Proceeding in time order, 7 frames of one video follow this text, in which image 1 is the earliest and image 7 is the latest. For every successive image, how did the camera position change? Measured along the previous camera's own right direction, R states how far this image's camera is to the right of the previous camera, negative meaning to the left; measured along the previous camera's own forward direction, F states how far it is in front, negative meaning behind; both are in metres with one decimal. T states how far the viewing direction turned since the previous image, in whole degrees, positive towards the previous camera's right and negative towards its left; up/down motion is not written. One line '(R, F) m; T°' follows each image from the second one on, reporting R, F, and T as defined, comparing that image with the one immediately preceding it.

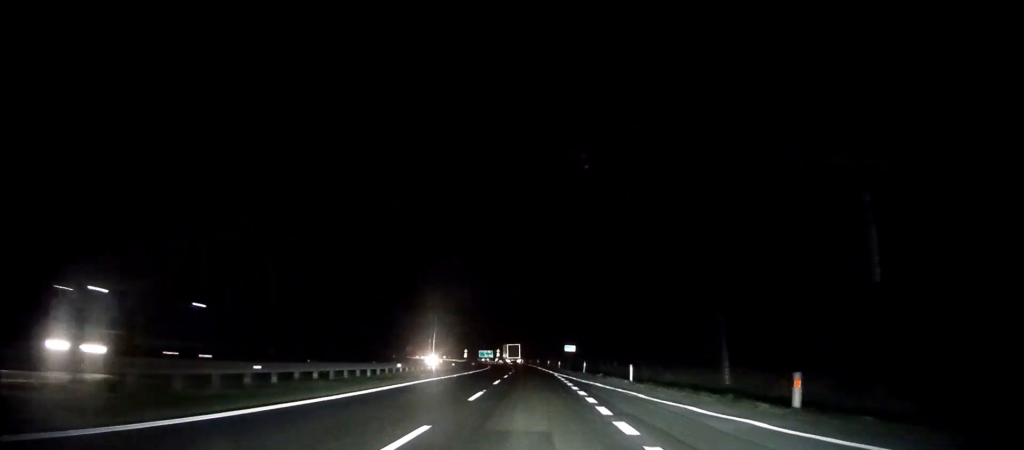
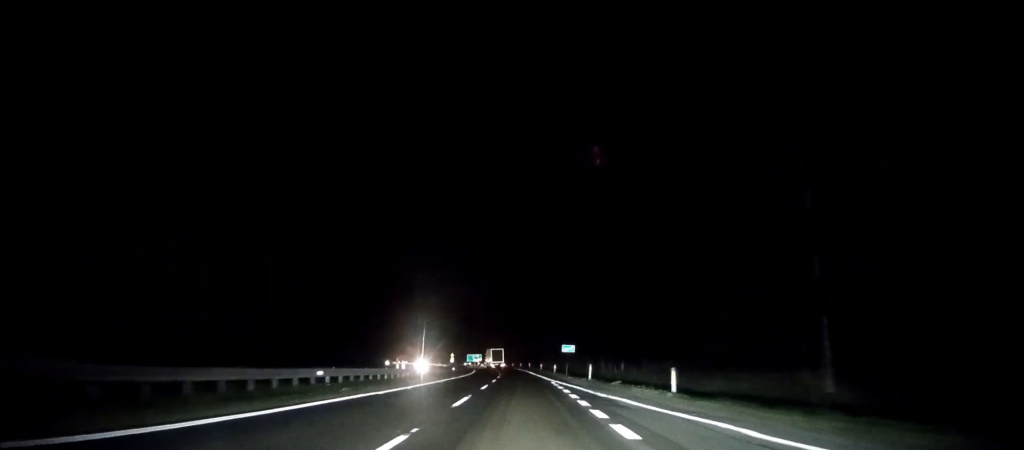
(0.0, +13.0) m; +1°
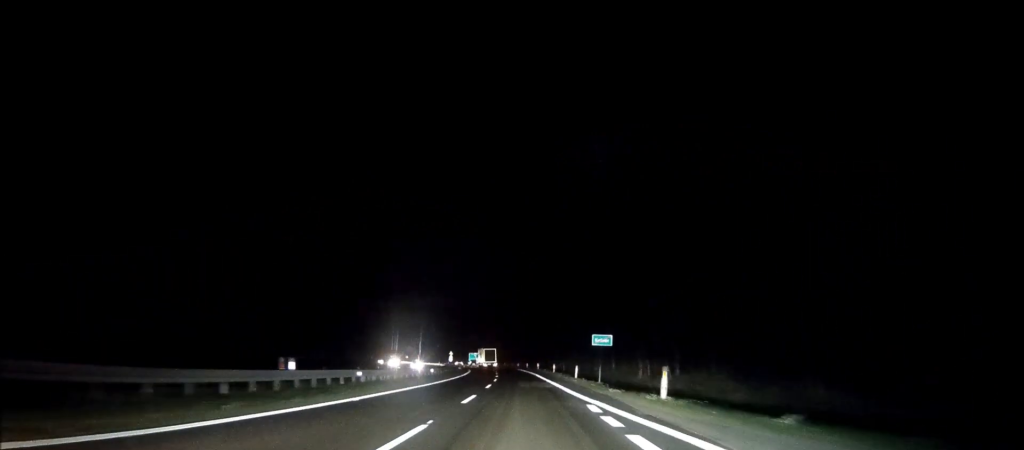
(+0.1, +21.3) m; 0°
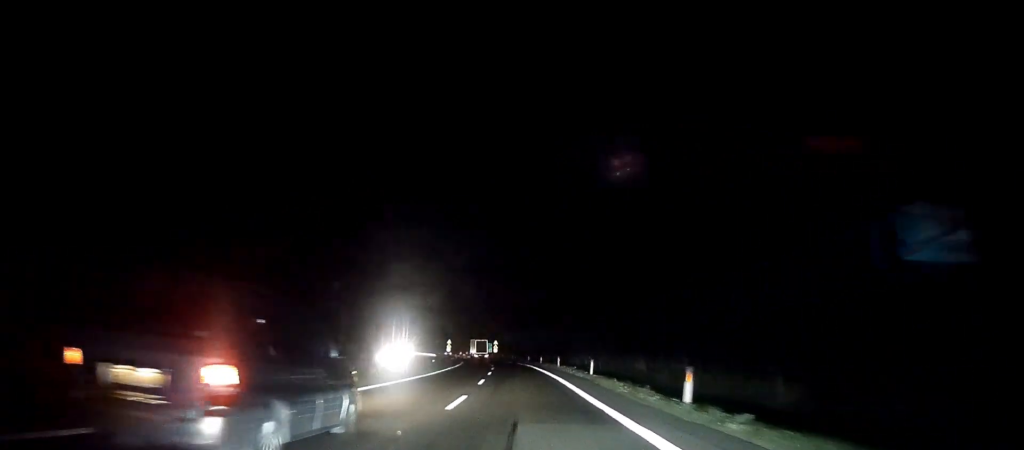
(-0.4, +28.6) m; -2°
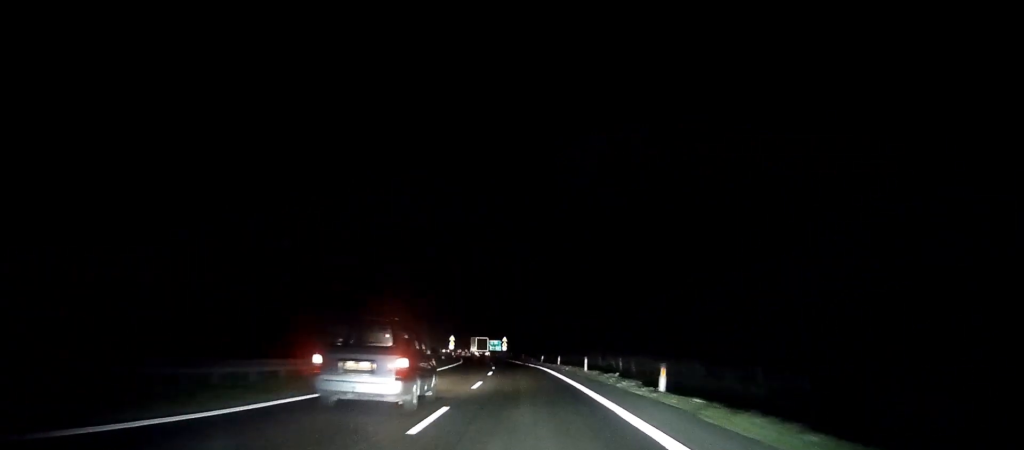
(-0.2, +17.0) m; -1°
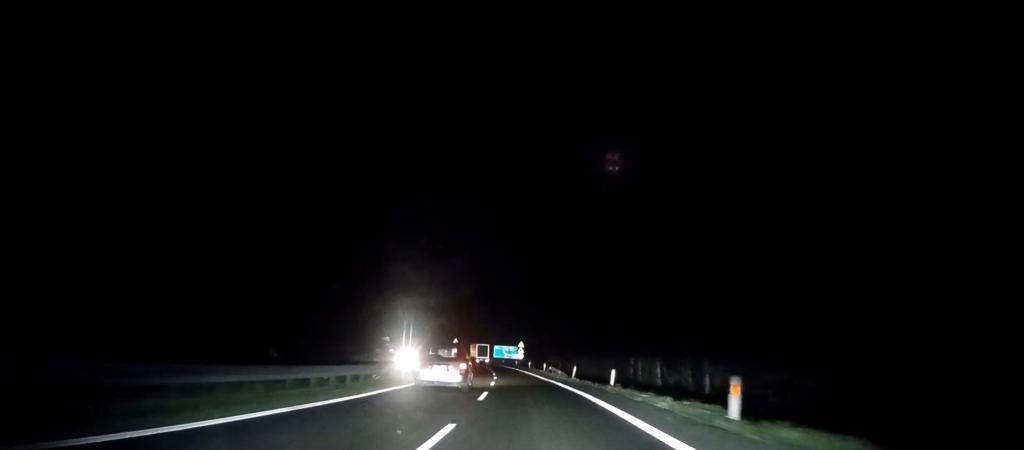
(-0.1, +26.9) m; -1°
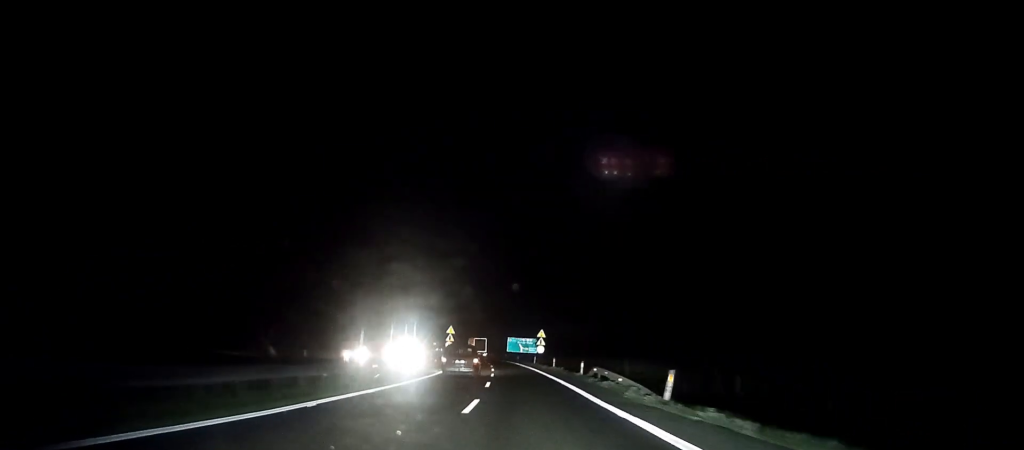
(-0.5, +29.4) m; -2°
